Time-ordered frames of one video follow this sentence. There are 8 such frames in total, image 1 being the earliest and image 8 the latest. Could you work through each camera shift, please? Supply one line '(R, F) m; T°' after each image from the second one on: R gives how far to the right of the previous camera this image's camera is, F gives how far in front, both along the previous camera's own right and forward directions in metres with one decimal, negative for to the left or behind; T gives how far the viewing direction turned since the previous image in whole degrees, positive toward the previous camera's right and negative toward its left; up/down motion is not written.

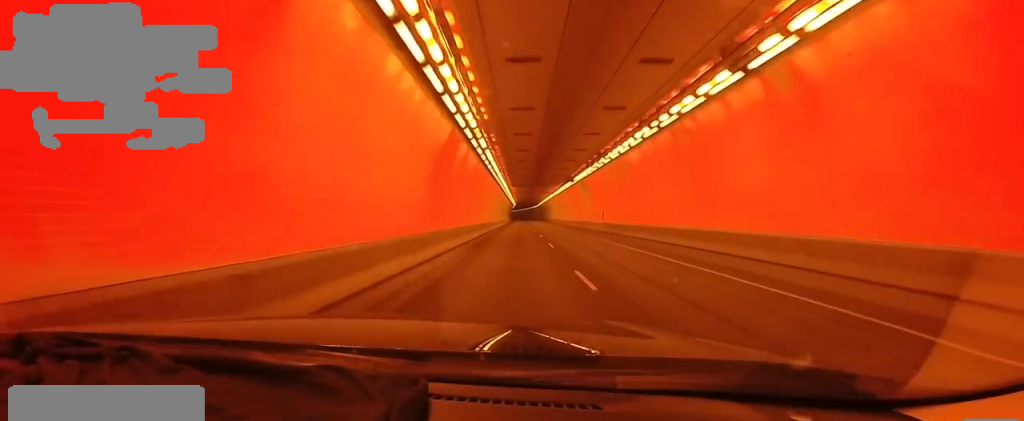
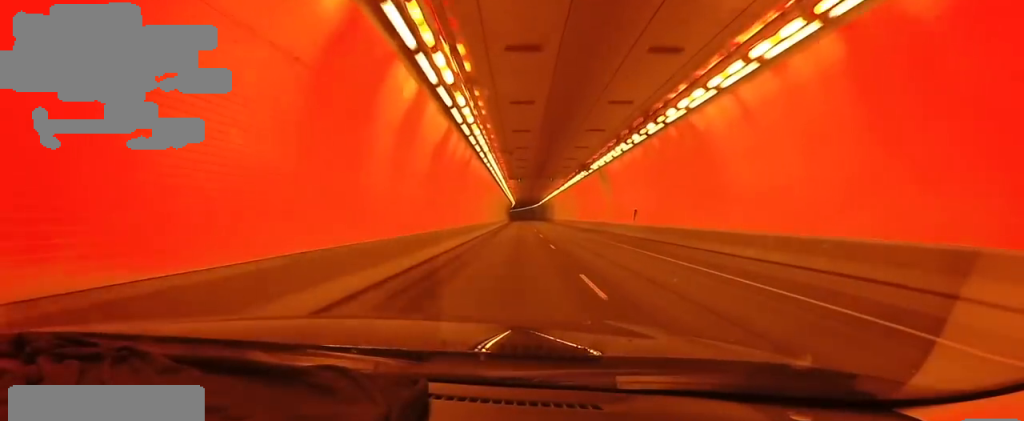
(+0.2, +13.7) m; +1°
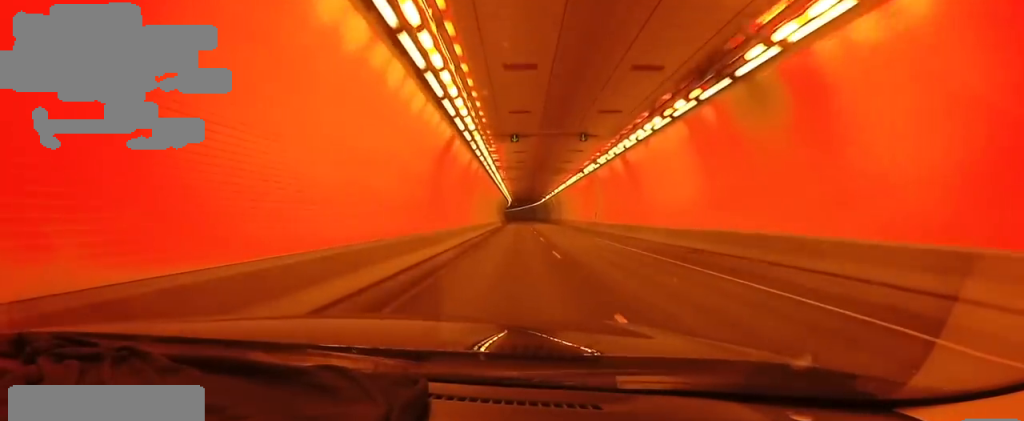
(0.0, +29.9) m; 0°
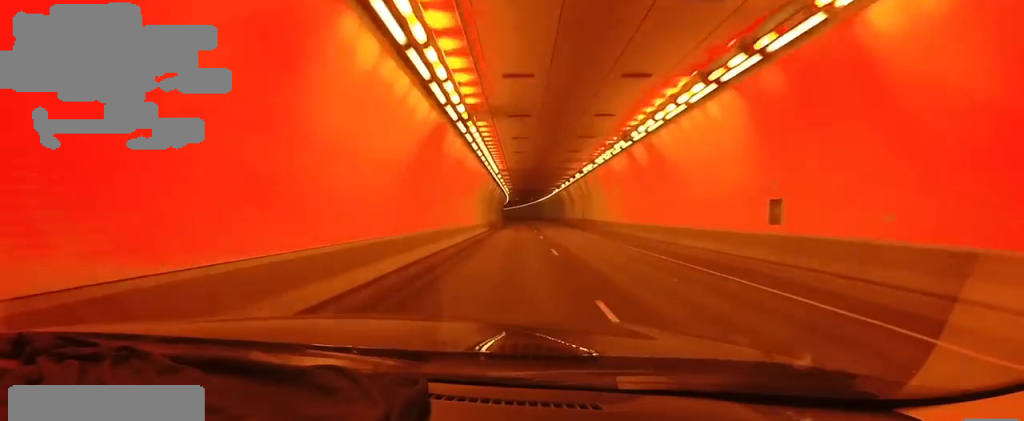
(0.0, +36.4) m; -3°
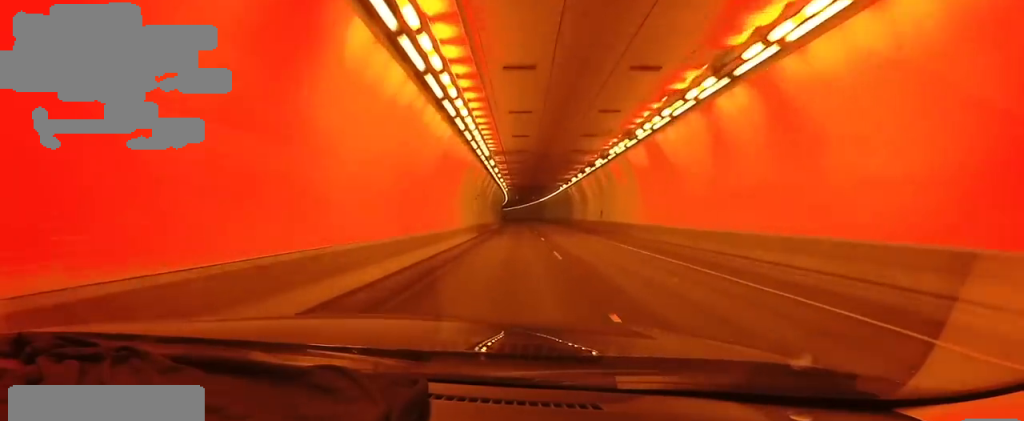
(-0.5, +13.4) m; -1°
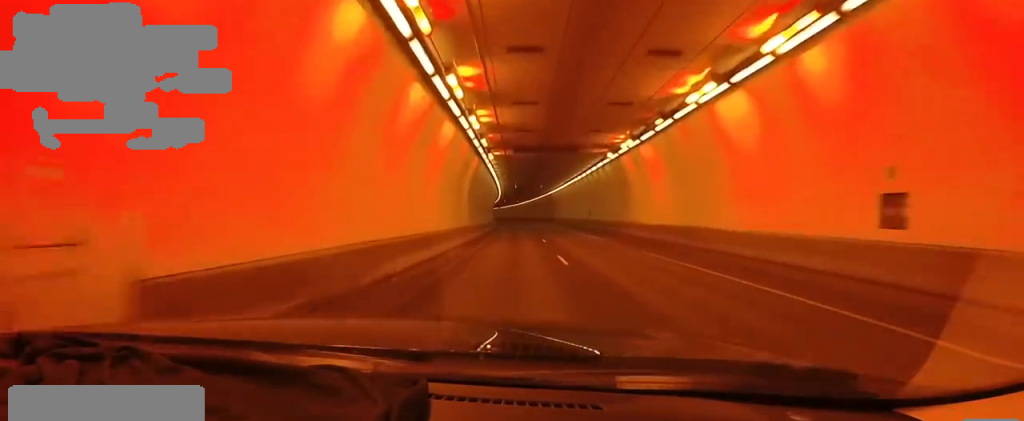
(+0.5, +39.6) m; +4°
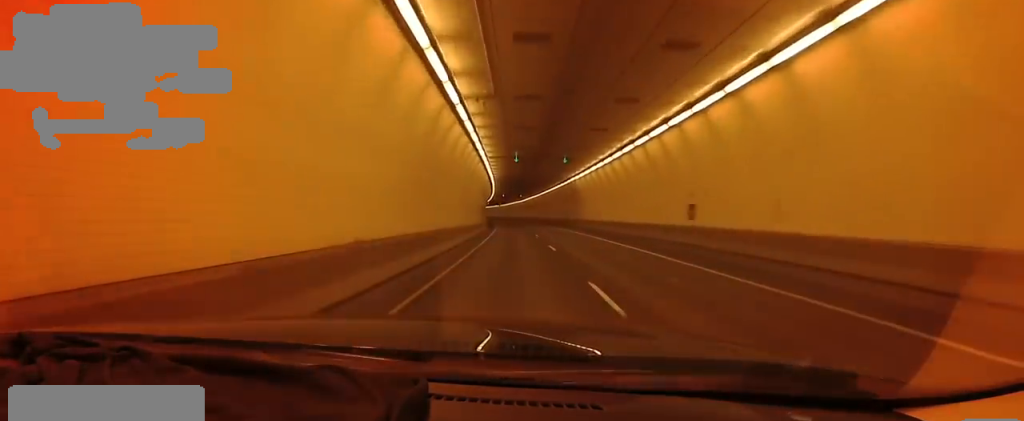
(+0.2, +33.0) m; 0°
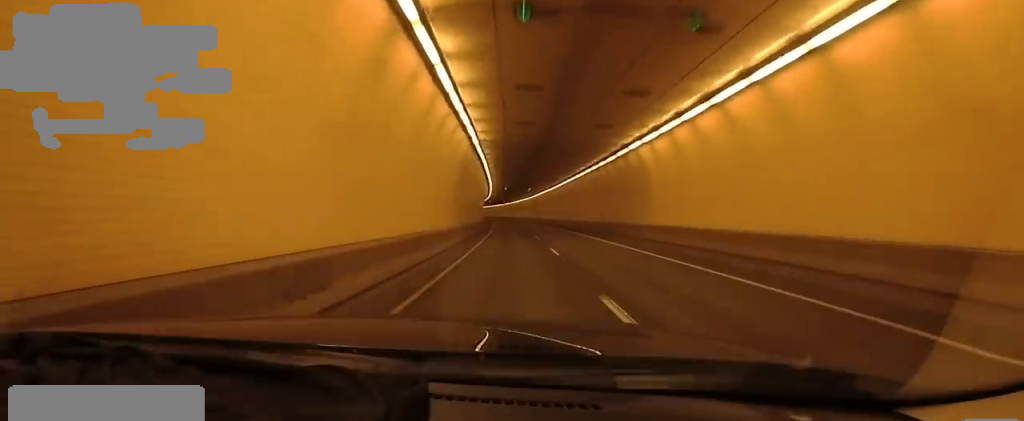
(0.0, +27.1) m; -1°
